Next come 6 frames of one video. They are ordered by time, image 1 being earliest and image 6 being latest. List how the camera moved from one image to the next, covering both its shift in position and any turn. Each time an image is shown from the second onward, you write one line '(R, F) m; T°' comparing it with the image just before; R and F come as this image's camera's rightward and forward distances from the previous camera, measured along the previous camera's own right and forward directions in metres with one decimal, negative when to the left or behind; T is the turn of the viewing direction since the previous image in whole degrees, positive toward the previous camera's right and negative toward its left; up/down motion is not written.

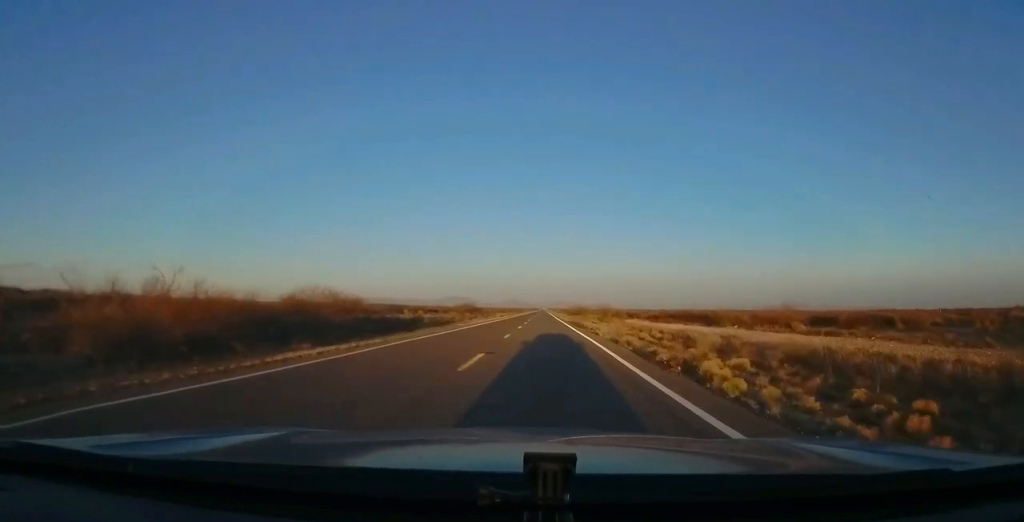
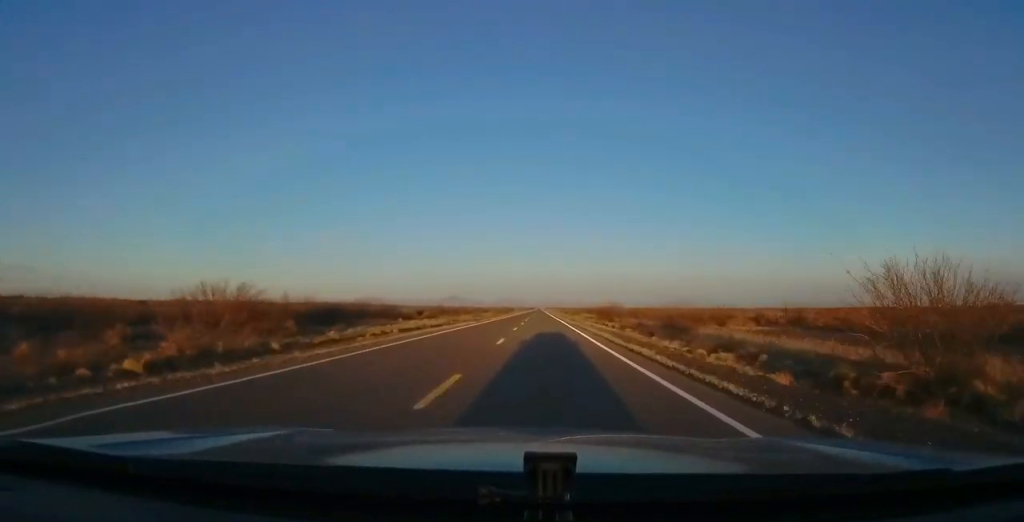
(+0.9, +101.7) m; 0°
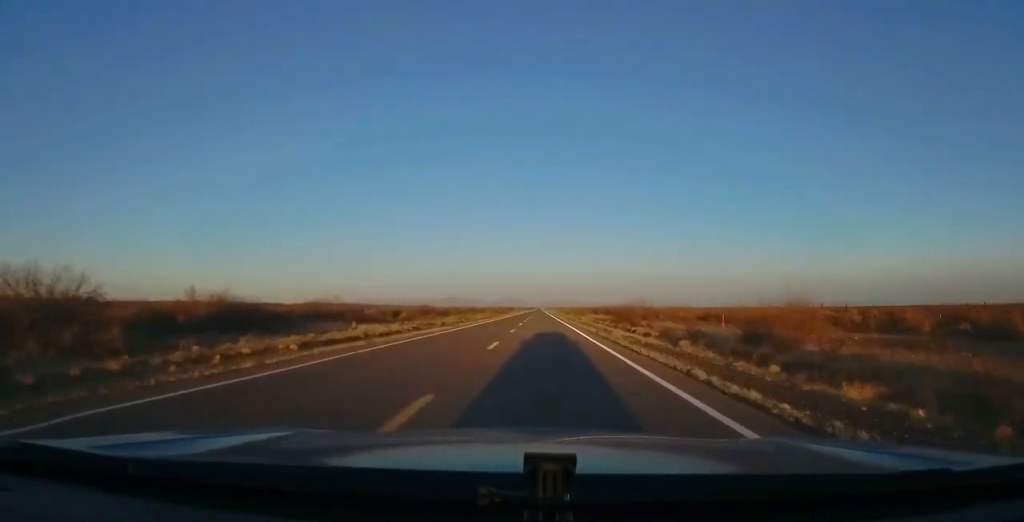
(-0.3, +14.6) m; 0°
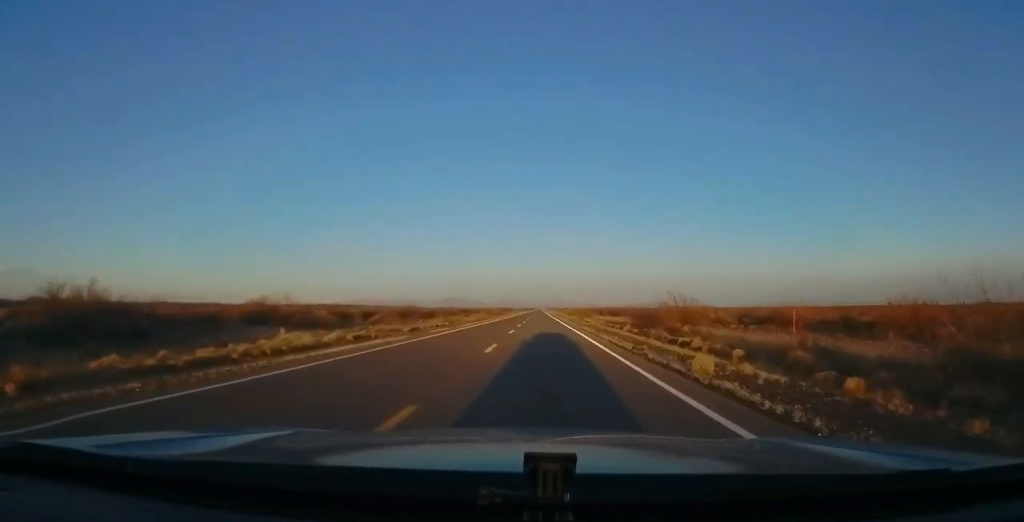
(-0.3, +12.7) m; 0°
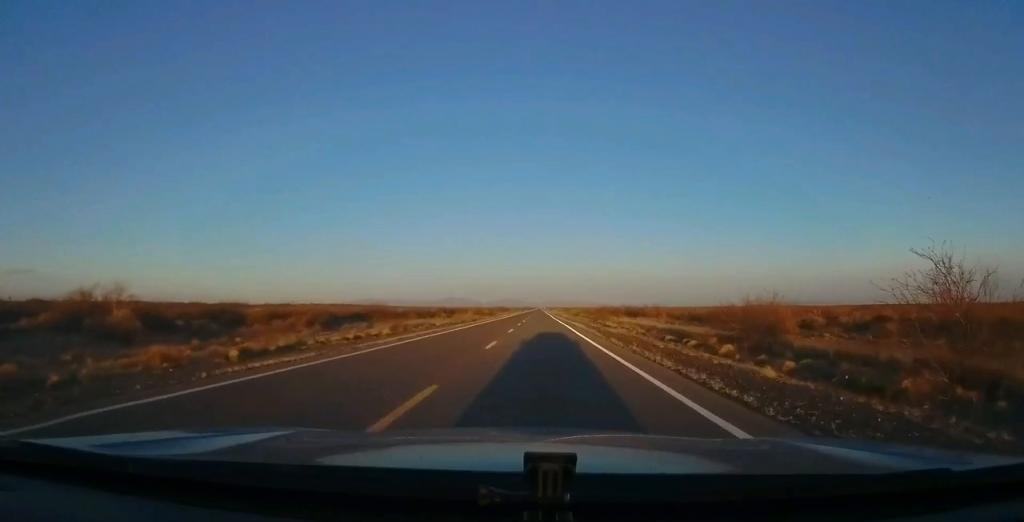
(+0.5, +22.5) m; +1°
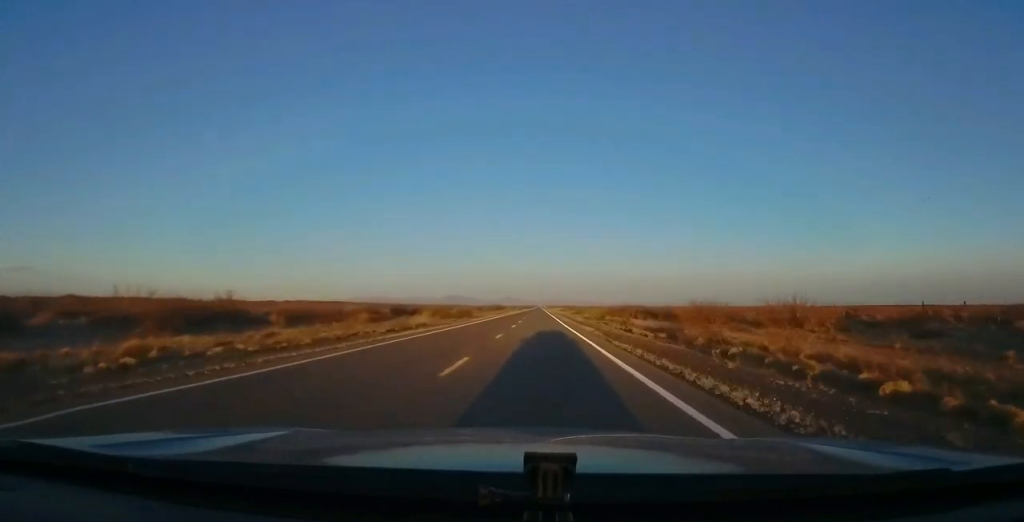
(-0.1, +43.1) m; -1°
